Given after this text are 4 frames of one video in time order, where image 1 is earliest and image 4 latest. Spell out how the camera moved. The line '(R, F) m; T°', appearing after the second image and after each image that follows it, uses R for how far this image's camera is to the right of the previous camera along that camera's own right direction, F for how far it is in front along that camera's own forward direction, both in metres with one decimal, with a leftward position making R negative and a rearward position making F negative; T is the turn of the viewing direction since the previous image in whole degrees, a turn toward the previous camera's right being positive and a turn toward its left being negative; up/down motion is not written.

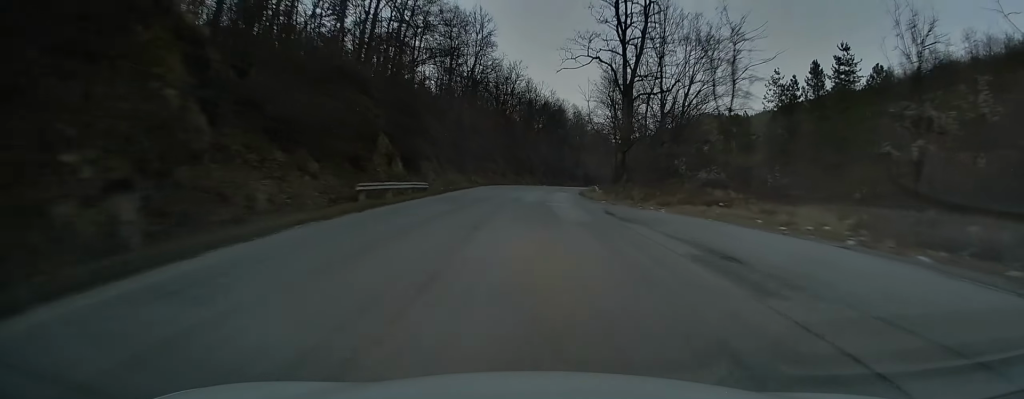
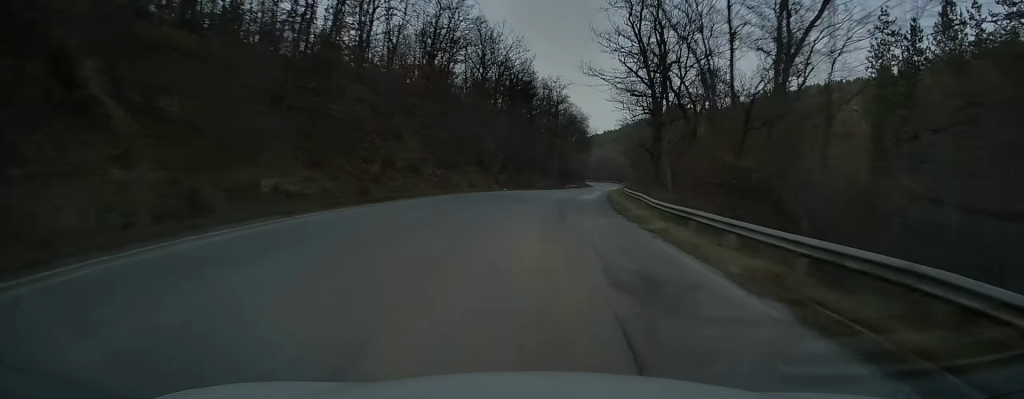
(+1.5, +43.8) m; +5°
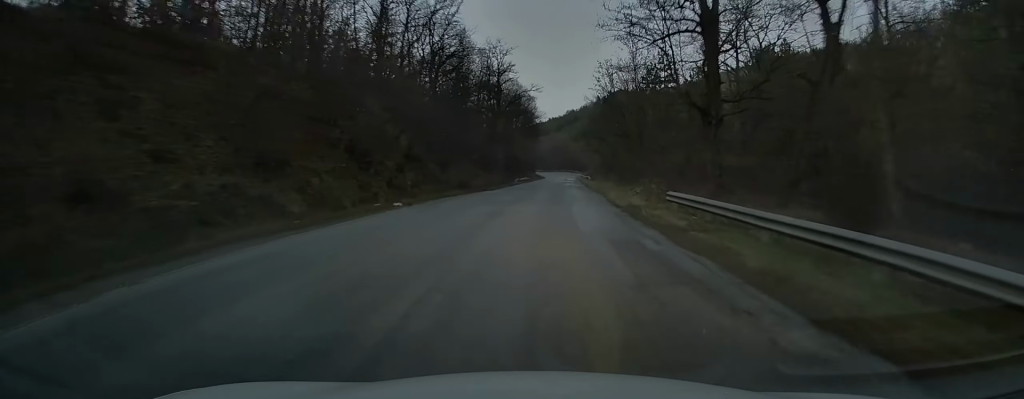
(+1.1, +25.9) m; +4°
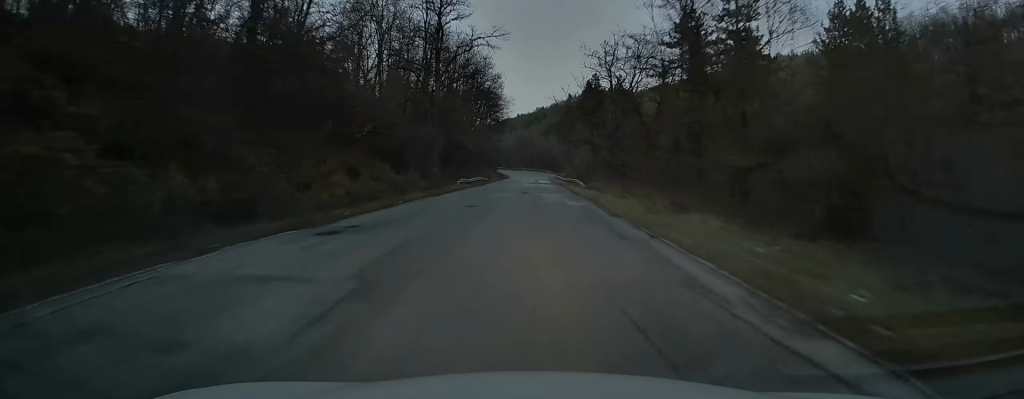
(+0.7, +33.5) m; +1°
